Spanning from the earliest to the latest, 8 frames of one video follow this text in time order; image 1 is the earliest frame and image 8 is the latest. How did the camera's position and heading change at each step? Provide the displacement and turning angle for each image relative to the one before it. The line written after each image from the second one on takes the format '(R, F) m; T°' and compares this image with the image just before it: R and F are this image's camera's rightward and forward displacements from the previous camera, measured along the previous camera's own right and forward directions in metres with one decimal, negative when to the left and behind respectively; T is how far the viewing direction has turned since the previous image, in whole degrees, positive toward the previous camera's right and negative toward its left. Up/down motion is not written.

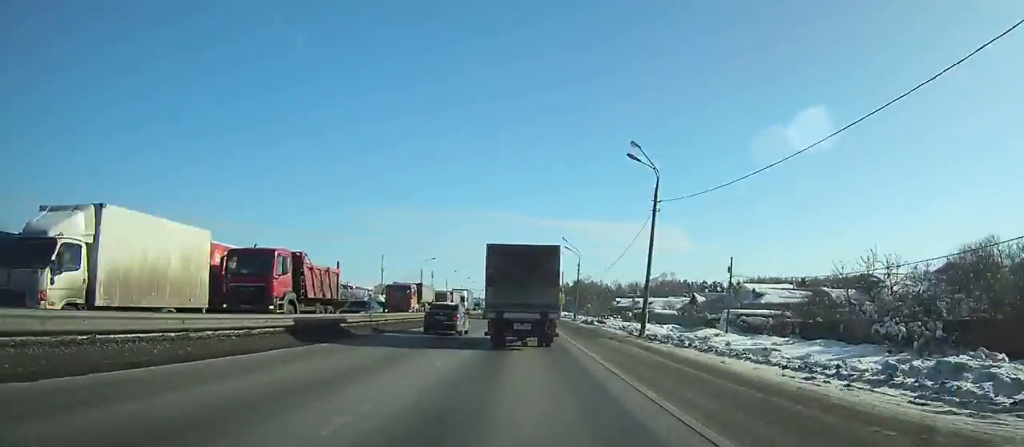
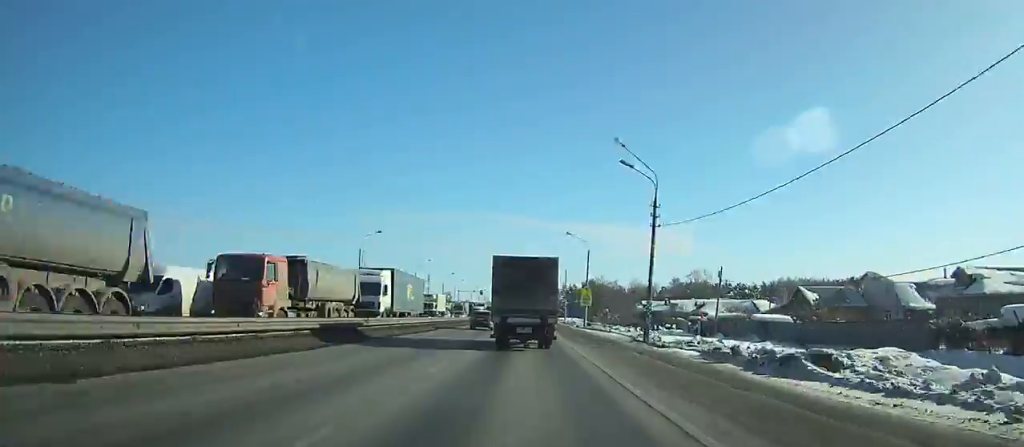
(+0.1, +42.7) m; 0°
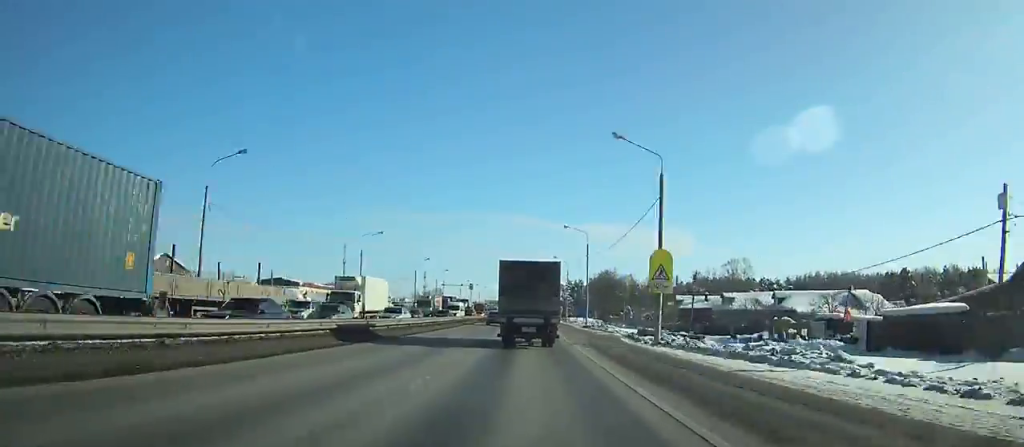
(0.0, +34.0) m; 0°
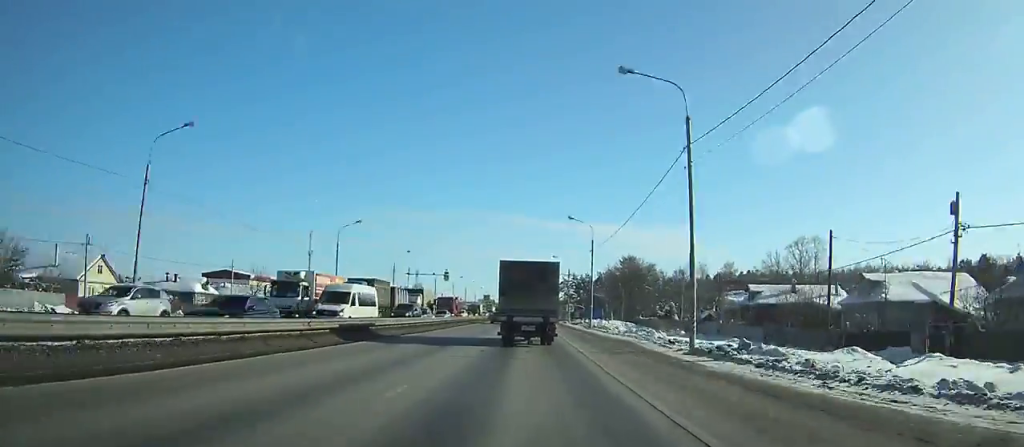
(+0.1, +40.7) m; 0°
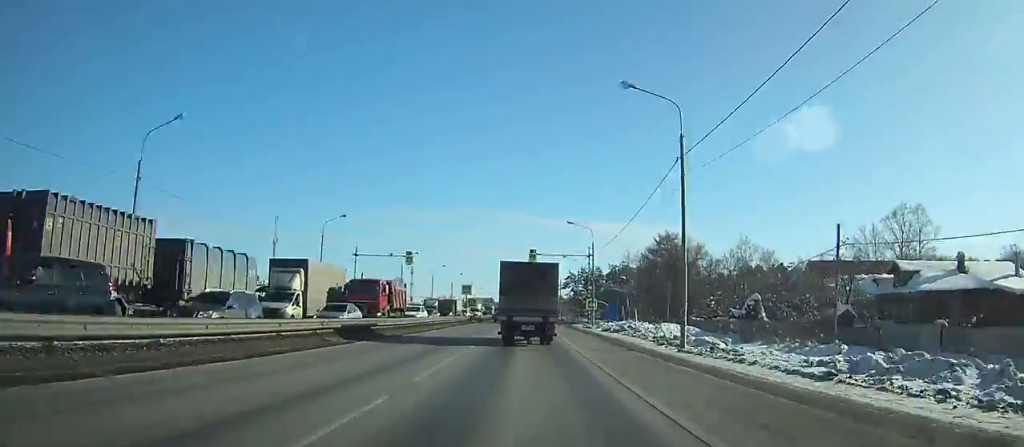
(0.0, +34.1) m; 0°
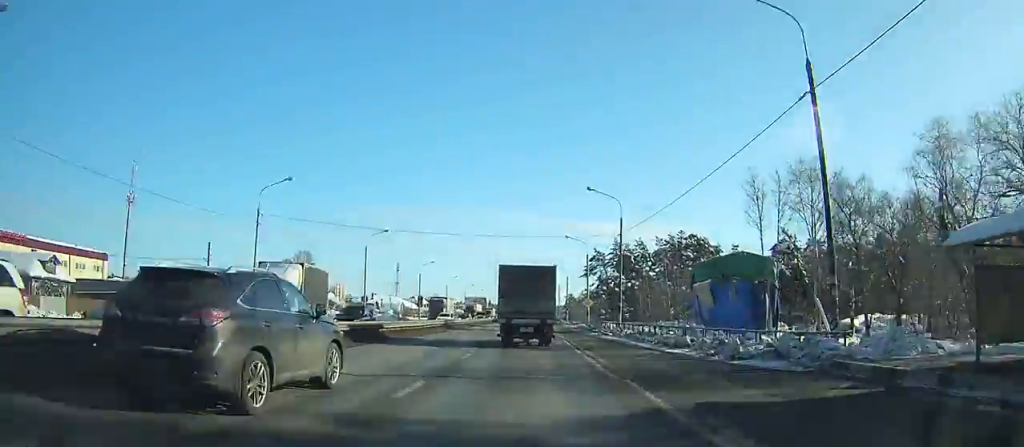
(-0.3, +78.1) m; -1°
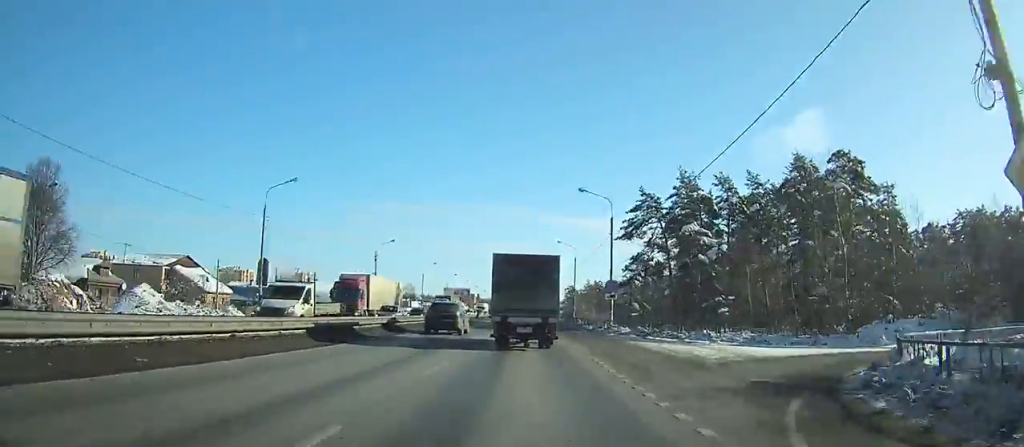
(-0.4, +61.0) m; -1°
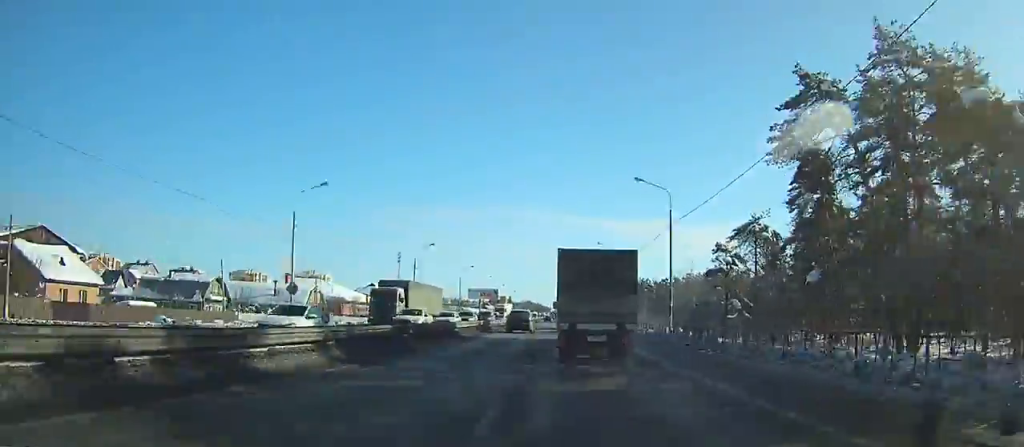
(-0.4, +38.6) m; 0°
